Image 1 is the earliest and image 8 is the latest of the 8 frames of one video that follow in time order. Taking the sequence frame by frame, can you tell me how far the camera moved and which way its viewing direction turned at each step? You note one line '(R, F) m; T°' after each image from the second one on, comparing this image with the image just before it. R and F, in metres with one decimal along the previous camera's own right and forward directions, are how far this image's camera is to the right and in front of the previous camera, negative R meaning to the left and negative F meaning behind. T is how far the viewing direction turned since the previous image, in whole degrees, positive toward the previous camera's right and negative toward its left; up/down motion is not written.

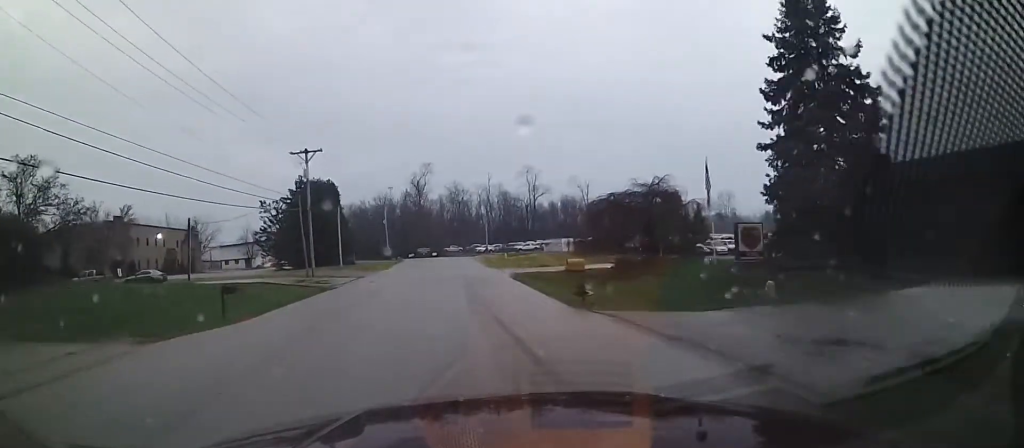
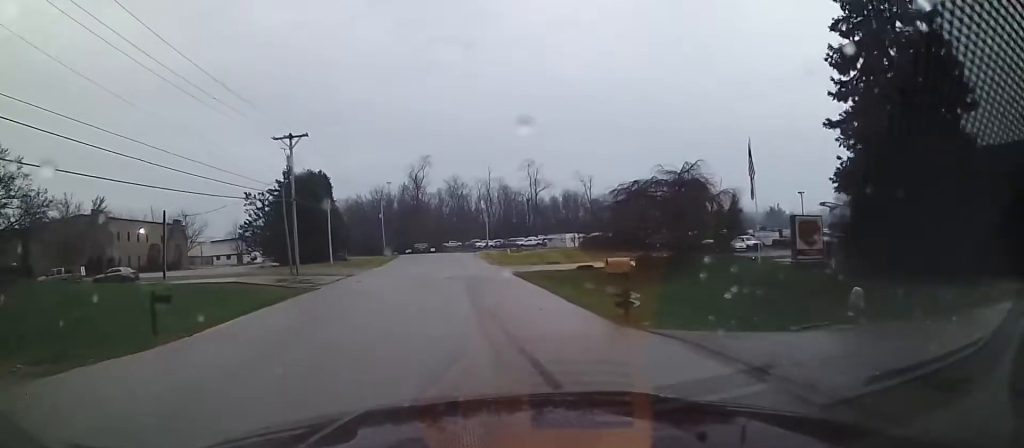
(-0.3, +5.5) m; 0°
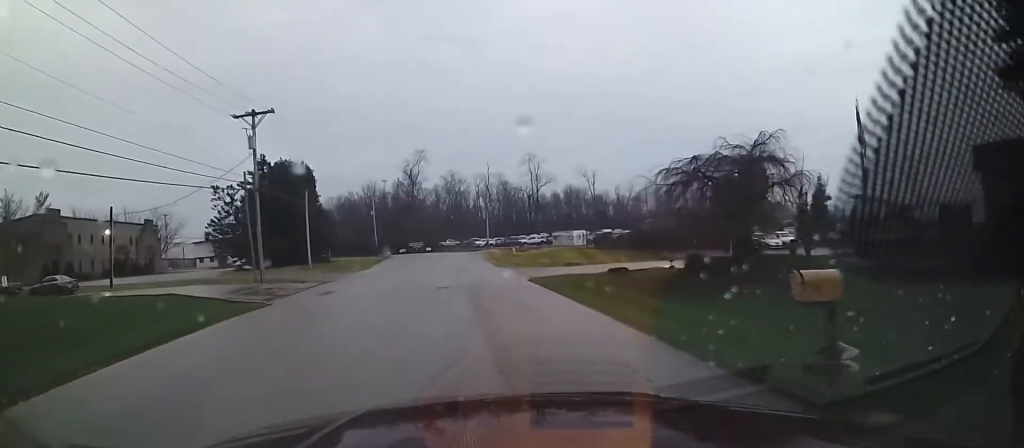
(+0.2, +9.5) m; 0°
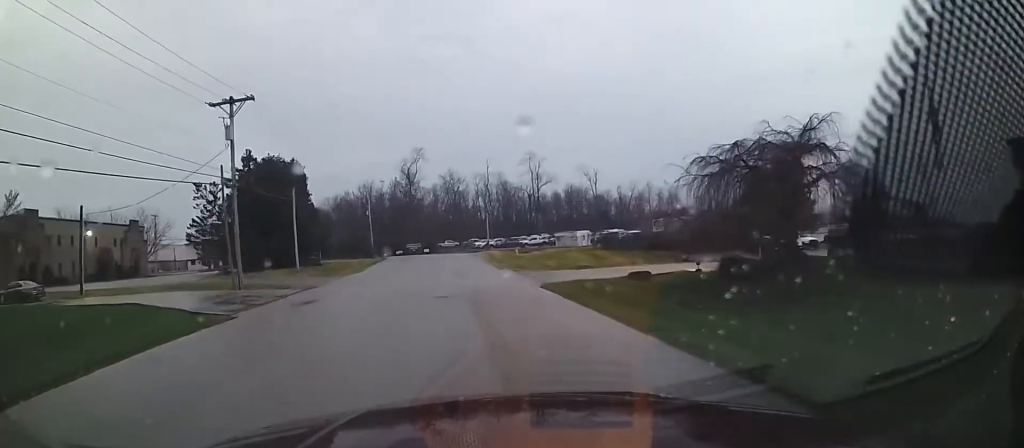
(-0.2, +4.2) m; 0°
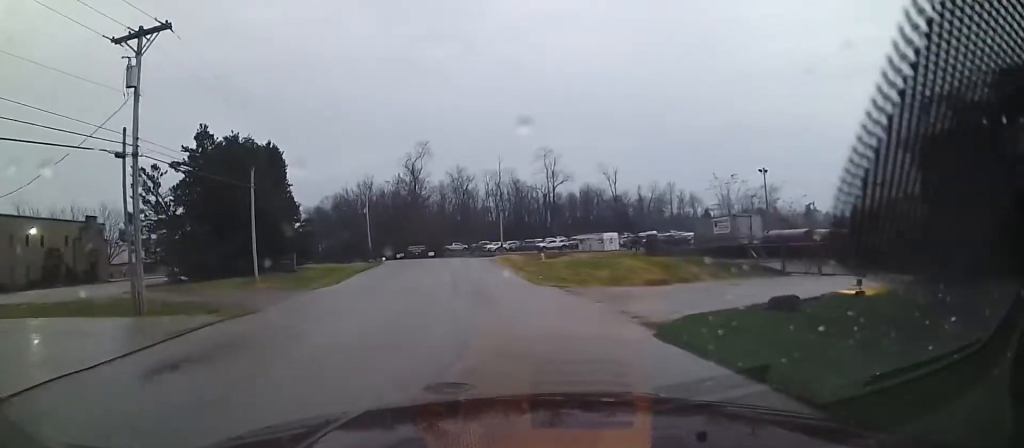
(0.0, +13.3) m; -3°
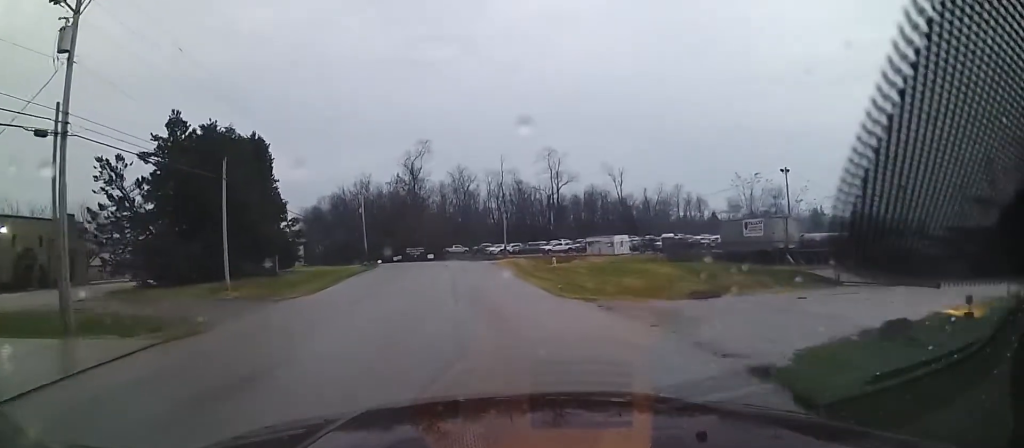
(-0.1, +5.7) m; +1°
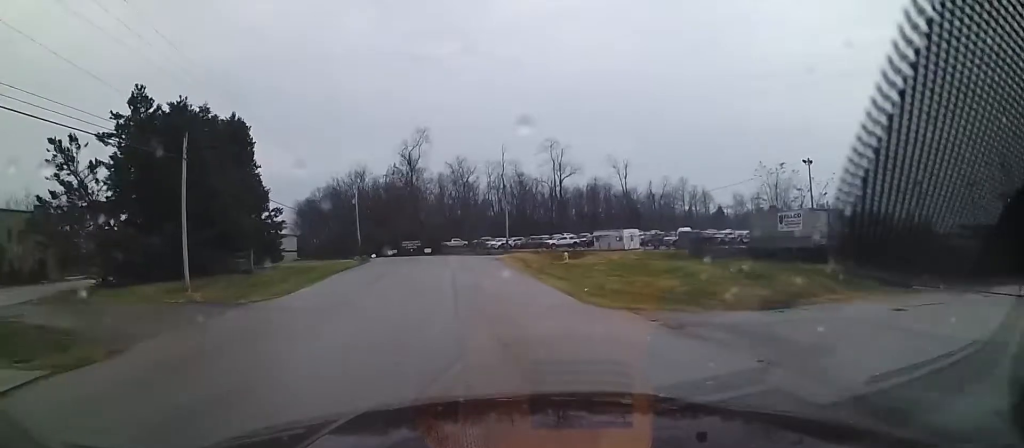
(+0.1, +5.4) m; +2°
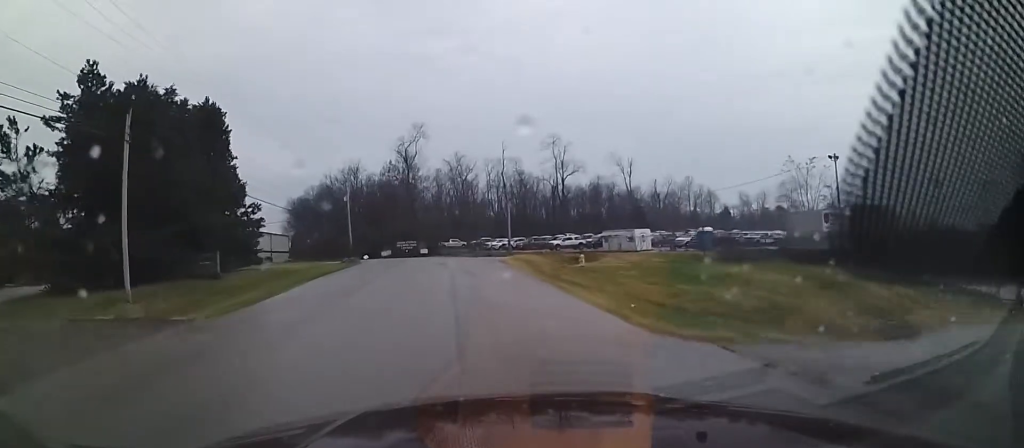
(+0.3, +5.6) m; +2°
